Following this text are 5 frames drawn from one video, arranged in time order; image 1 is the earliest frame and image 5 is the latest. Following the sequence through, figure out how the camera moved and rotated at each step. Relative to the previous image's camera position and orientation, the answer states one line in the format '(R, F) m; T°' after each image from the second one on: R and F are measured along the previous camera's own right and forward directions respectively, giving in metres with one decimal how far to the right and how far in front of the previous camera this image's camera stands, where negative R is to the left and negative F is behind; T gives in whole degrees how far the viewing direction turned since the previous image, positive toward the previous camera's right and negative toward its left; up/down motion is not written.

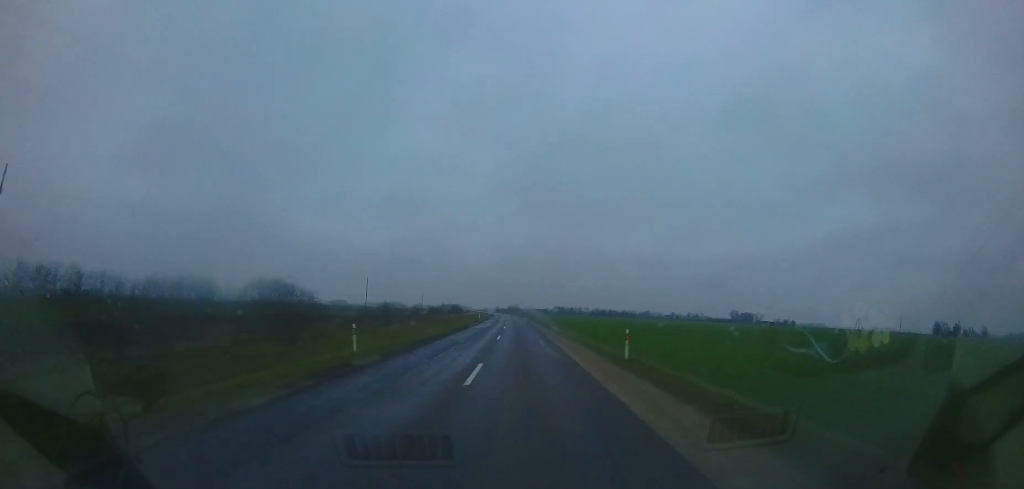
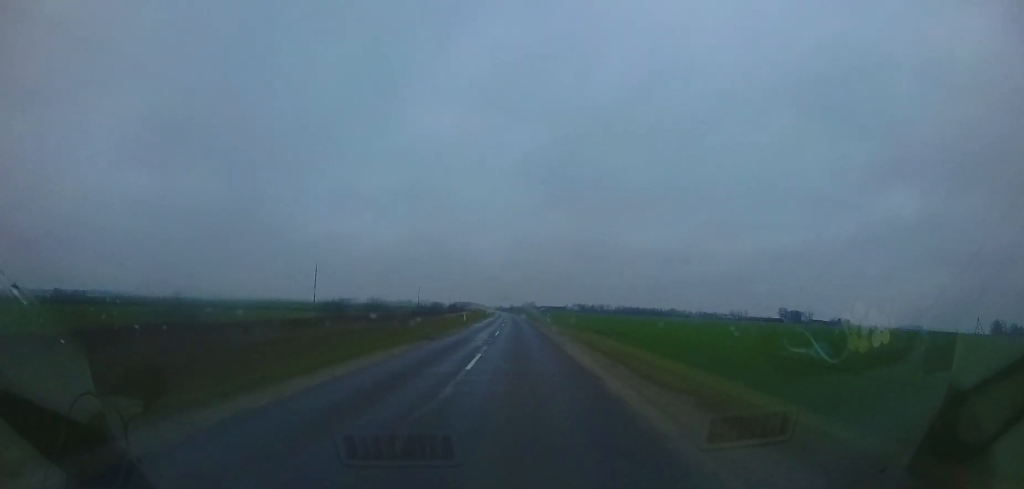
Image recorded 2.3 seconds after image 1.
(-2.2, +70.0) m; -4°
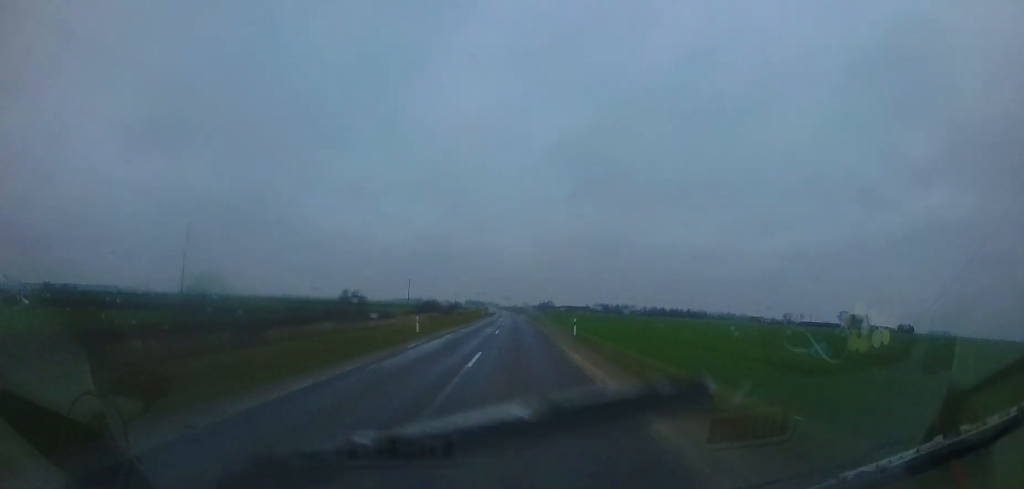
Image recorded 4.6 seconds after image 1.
(-0.7, +71.5) m; -2°
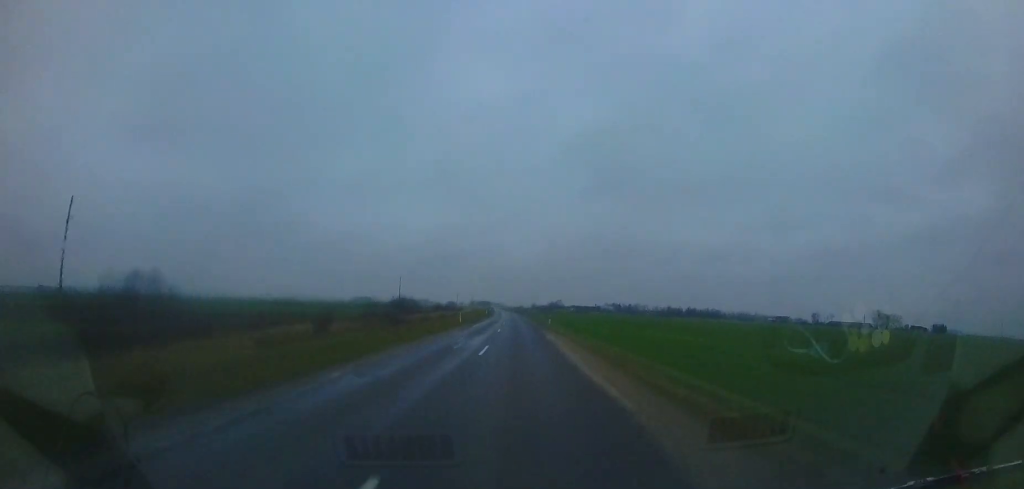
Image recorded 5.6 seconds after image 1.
(-0.9, +33.3) m; -1°
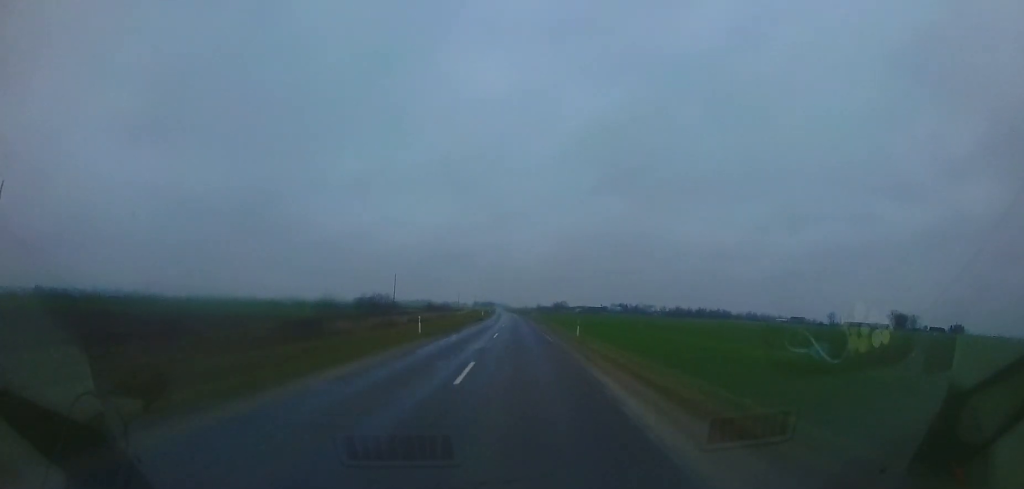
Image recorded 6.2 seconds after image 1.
(+0.3, +16.7) m; 0°
